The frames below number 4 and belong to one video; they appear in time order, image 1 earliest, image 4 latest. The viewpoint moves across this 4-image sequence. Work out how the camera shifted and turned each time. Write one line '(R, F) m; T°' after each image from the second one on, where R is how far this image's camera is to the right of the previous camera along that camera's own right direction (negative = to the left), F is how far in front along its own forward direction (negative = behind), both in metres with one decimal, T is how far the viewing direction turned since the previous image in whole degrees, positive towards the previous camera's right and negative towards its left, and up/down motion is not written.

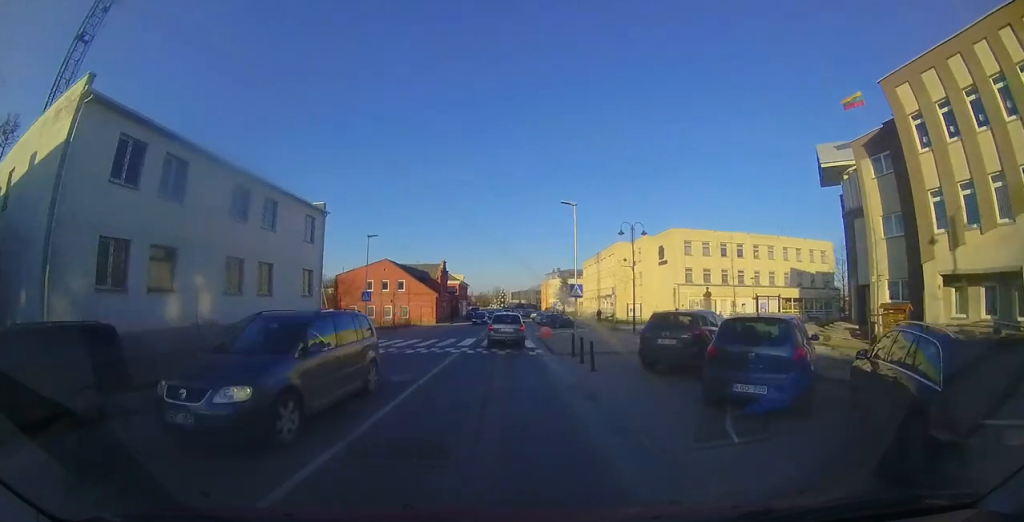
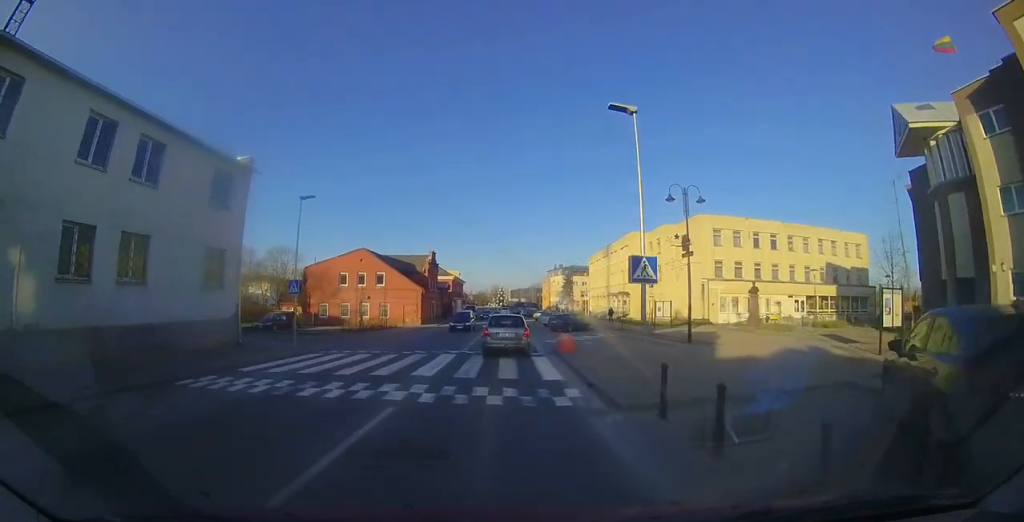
(-0.1, +7.7) m; +2°
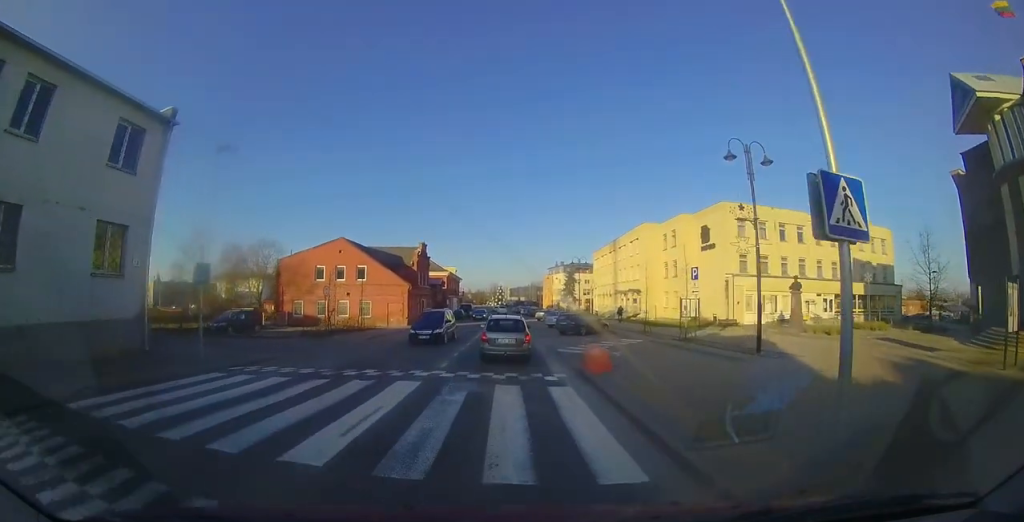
(+0.3, +5.6) m; +3°
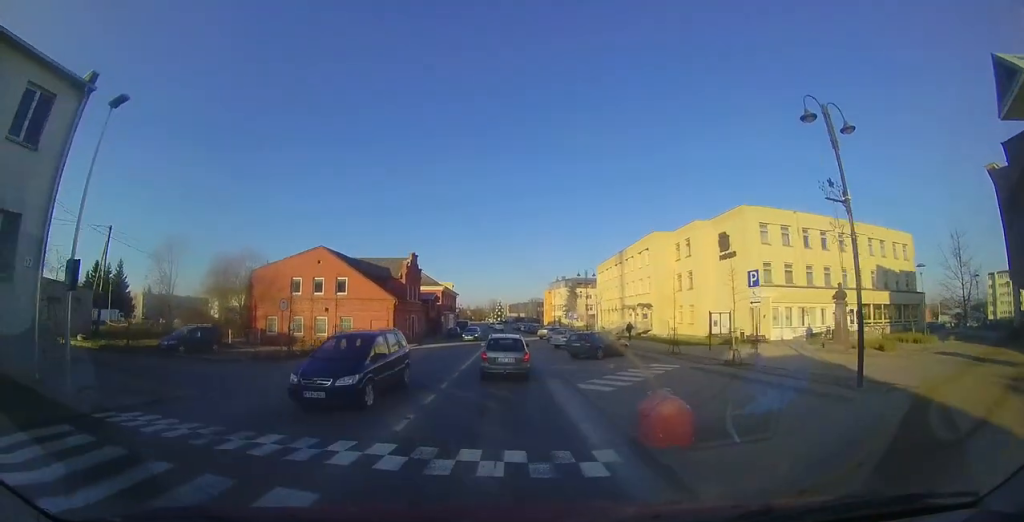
(+0.1, +4.9) m; -3°
